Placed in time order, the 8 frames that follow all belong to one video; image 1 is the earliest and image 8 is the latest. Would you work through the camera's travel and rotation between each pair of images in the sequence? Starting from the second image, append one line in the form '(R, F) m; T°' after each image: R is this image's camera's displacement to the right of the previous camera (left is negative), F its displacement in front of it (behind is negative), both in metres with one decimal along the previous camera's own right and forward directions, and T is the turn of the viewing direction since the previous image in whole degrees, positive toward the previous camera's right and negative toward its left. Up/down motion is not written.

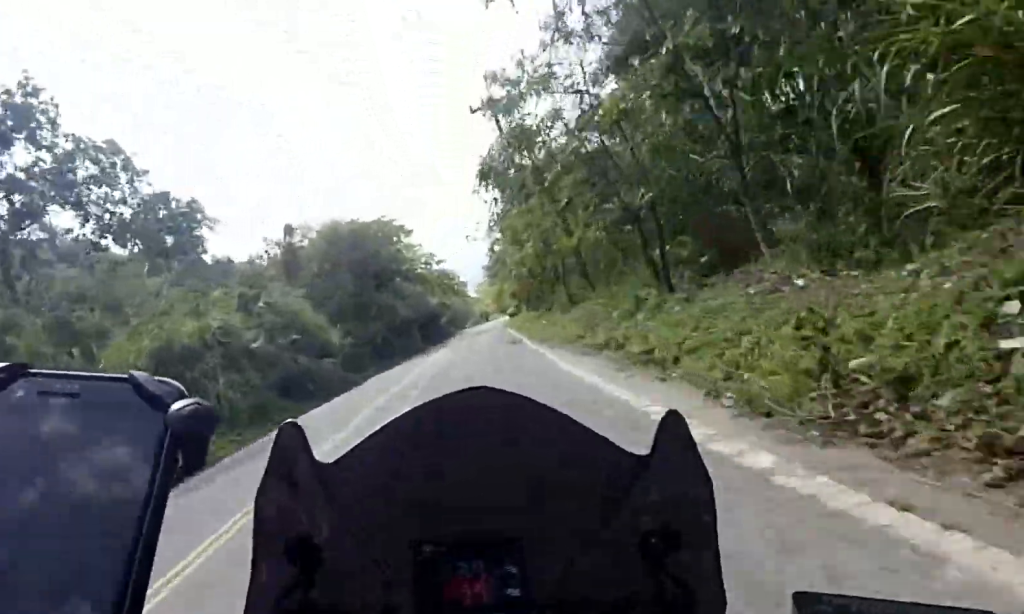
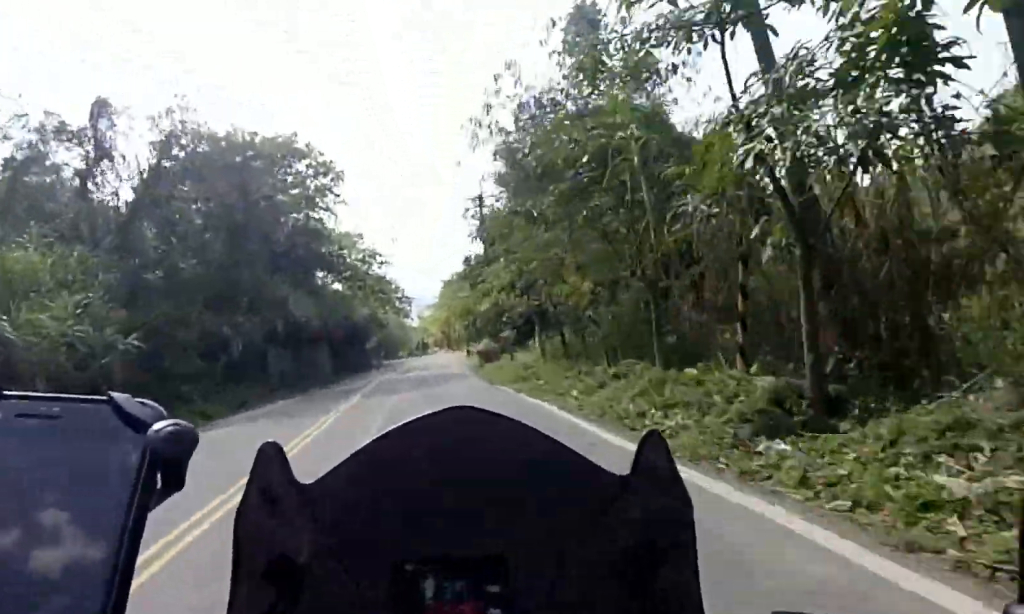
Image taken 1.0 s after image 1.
(+0.5, +21.6) m; +8°
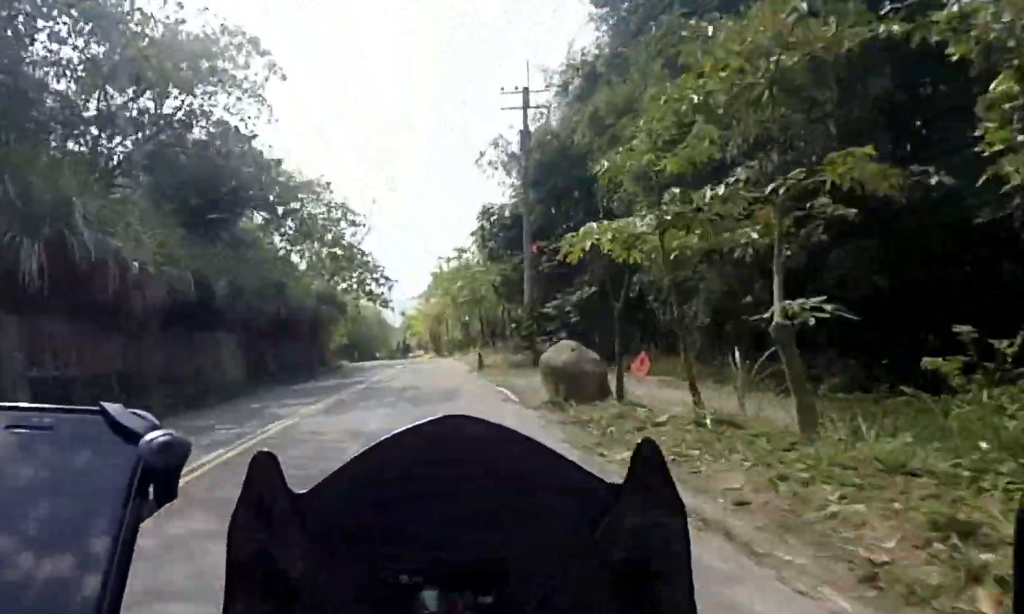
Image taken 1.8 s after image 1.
(+2.0, +16.8) m; +3°
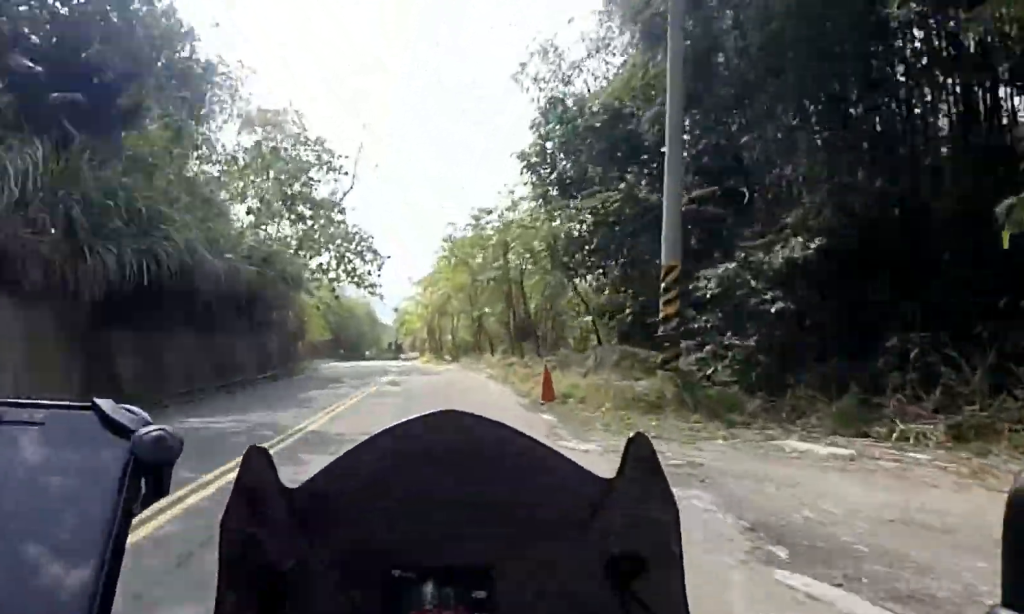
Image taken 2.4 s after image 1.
(+0.2, +12.2) m; -1°
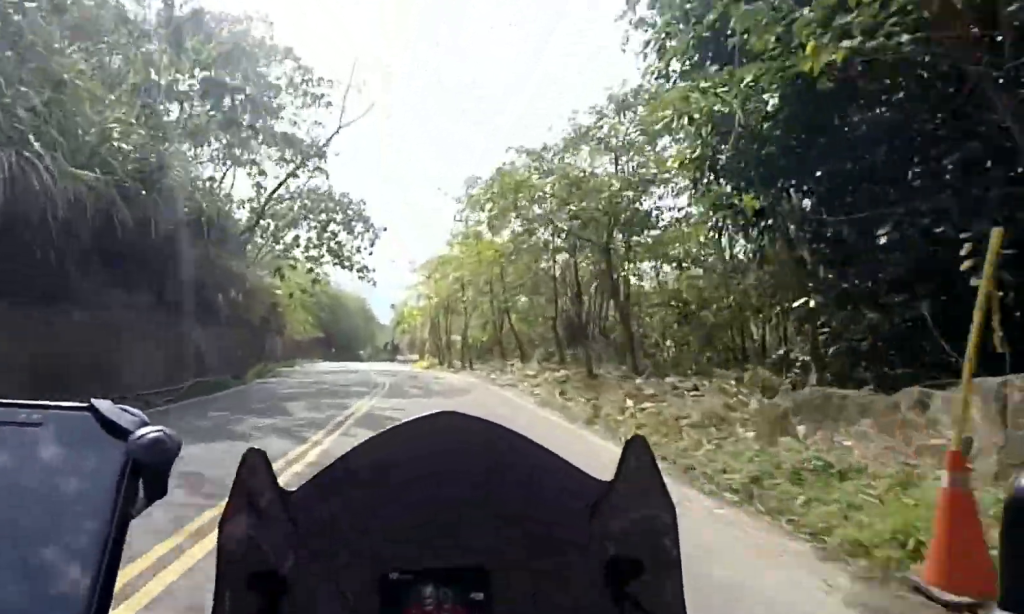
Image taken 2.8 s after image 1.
(-0.2, +8.6) m; -3°
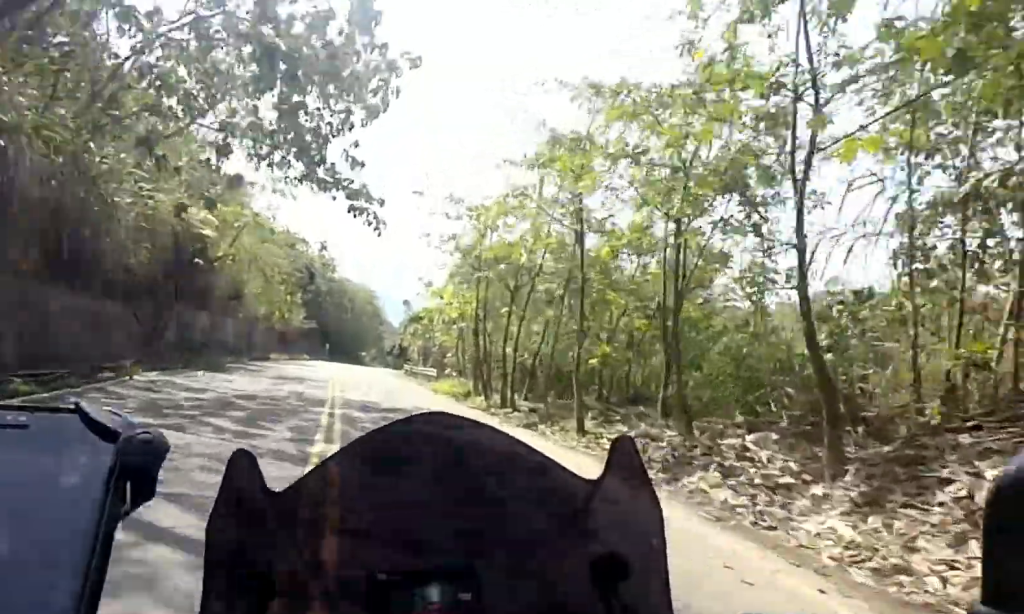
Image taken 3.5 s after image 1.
(-0.8, +16.2) m; -3°
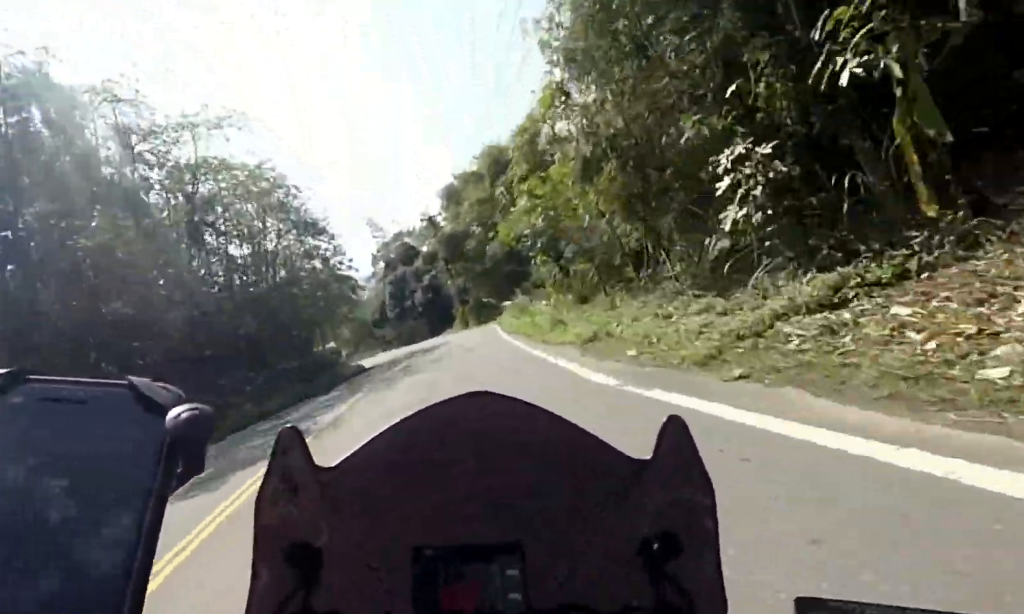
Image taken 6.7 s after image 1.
(+1.7, +62.5) m; +6°
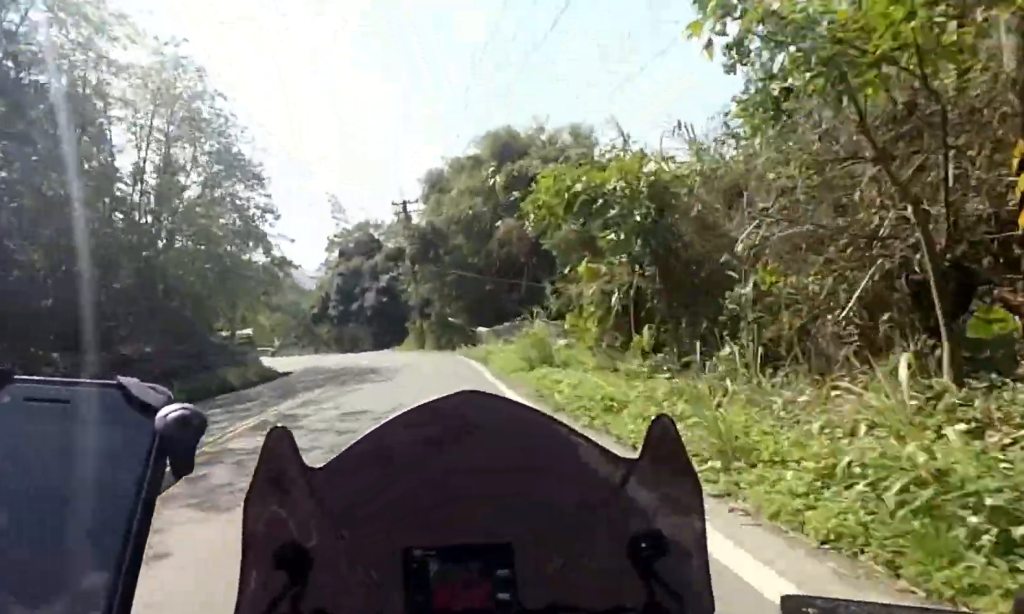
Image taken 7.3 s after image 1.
(+0.2, +10.6) m; +1°
